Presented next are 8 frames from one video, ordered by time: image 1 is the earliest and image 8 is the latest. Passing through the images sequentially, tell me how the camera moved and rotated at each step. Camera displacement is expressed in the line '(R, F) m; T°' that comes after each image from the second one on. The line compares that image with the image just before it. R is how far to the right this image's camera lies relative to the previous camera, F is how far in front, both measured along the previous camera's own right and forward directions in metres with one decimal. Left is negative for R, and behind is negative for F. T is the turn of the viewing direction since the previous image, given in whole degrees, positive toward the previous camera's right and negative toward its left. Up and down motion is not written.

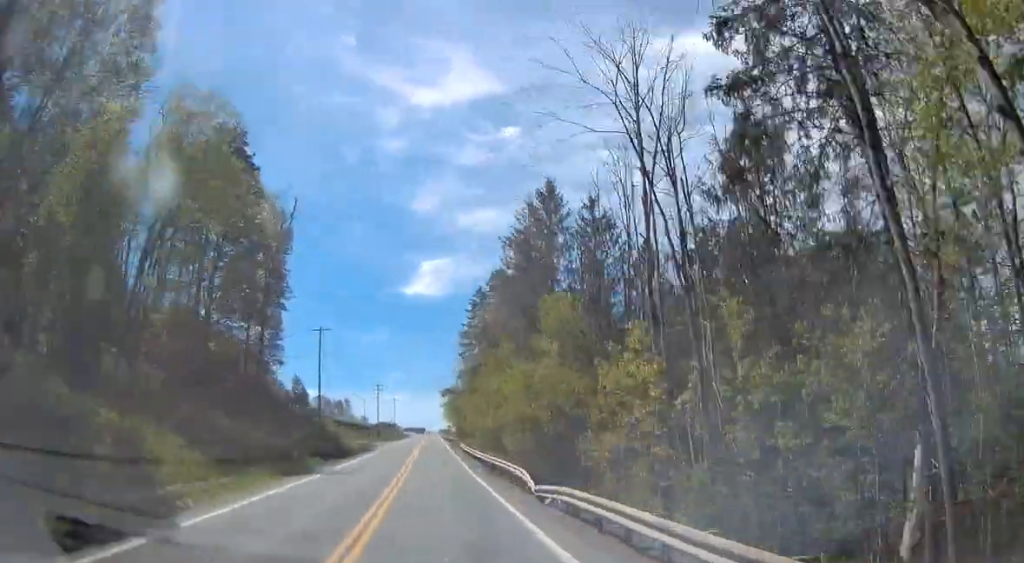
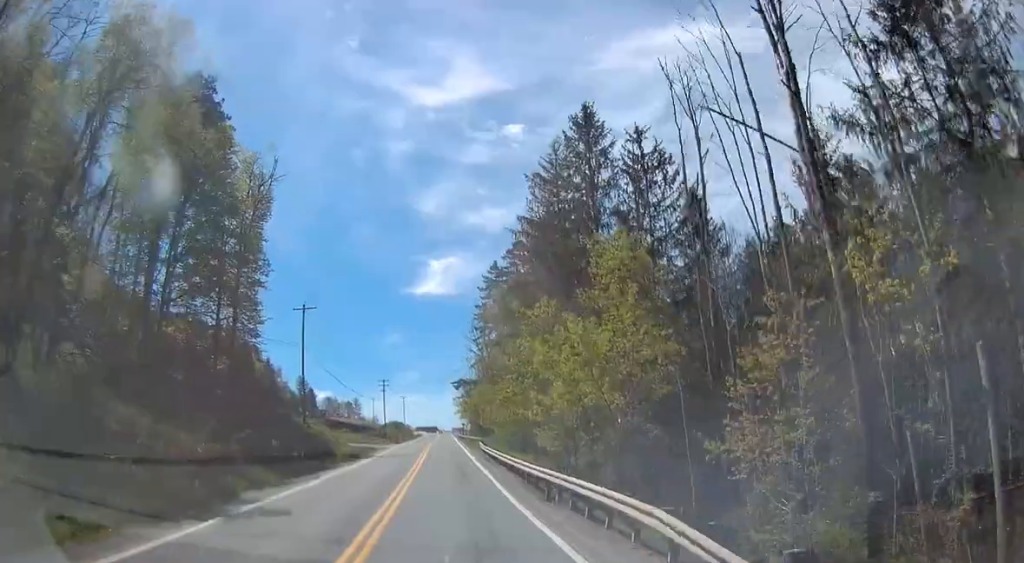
(+0.5, +13.0) m; 0°
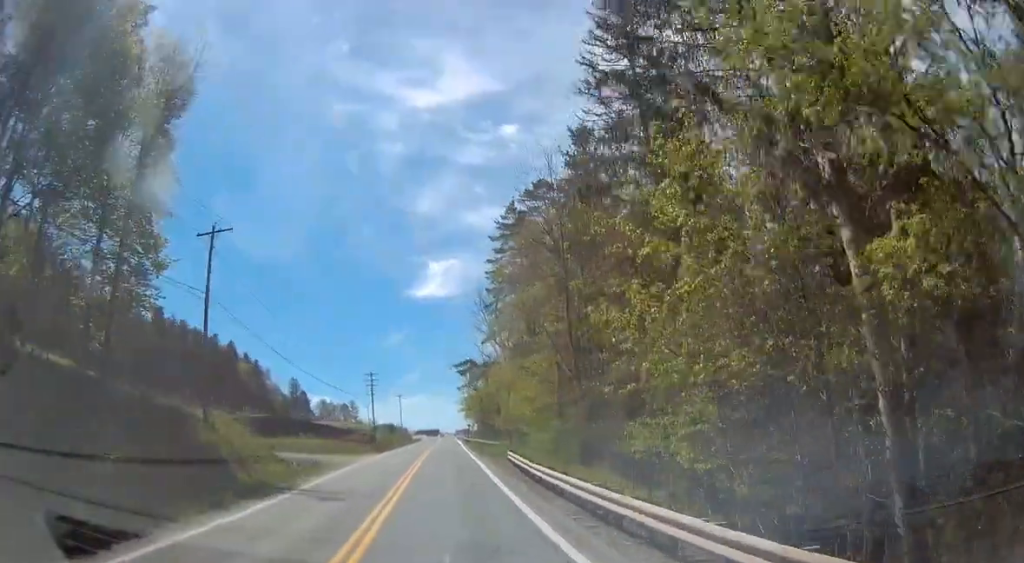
(-0.5, +23.1) m; -1°
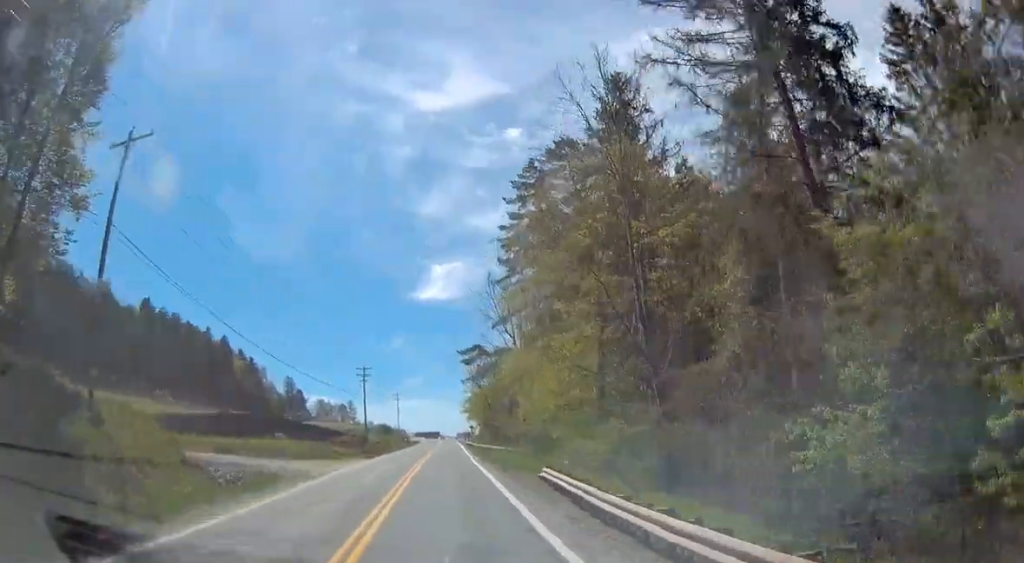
(+0.2, +11.5) m; +1°
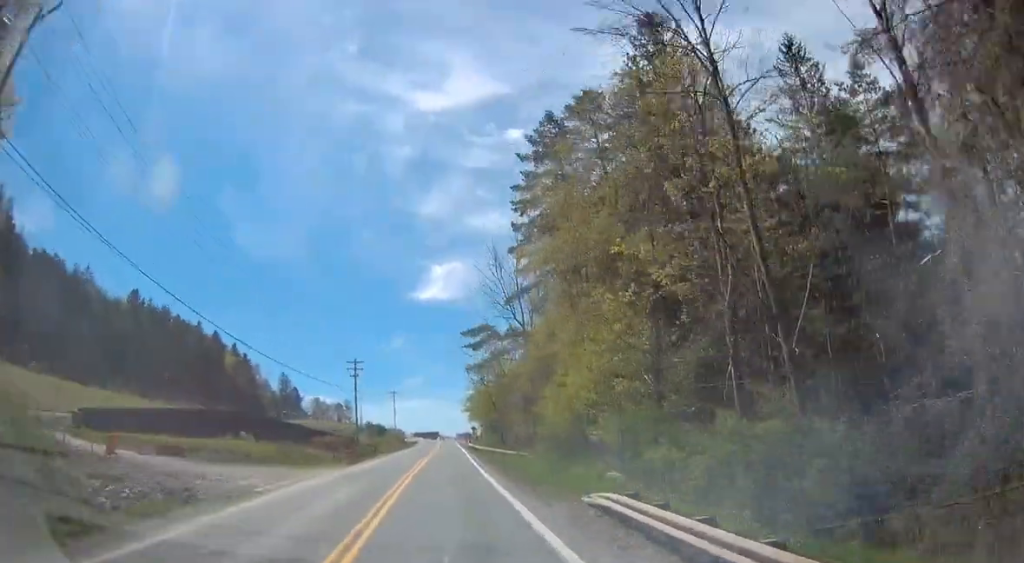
(+0.1, +8.8) m; 0°
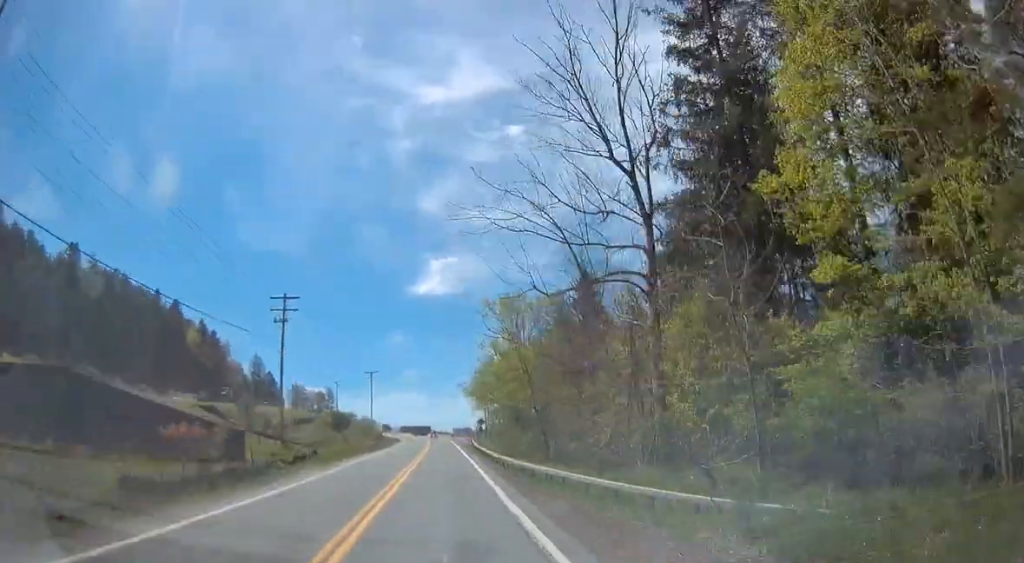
(-0.5, +37.5) m; -1°
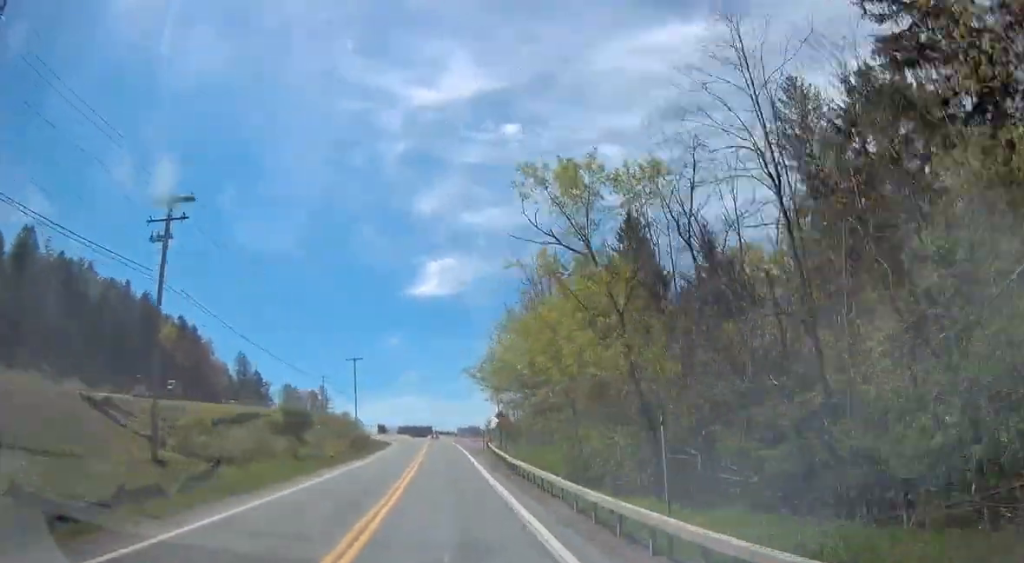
(+0.3, +22.6) m; +1°
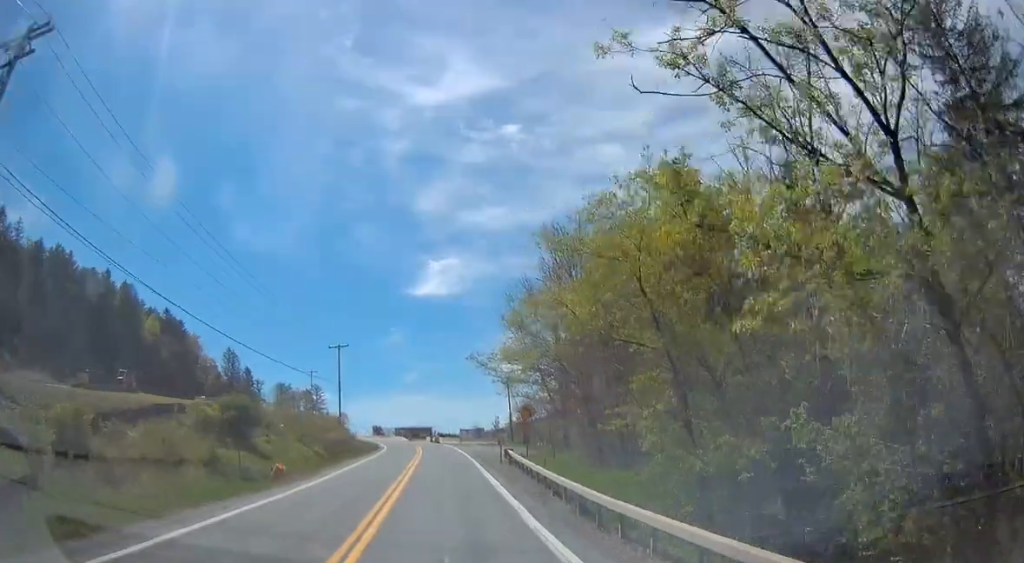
(0.0, +14.3) m; 0°
